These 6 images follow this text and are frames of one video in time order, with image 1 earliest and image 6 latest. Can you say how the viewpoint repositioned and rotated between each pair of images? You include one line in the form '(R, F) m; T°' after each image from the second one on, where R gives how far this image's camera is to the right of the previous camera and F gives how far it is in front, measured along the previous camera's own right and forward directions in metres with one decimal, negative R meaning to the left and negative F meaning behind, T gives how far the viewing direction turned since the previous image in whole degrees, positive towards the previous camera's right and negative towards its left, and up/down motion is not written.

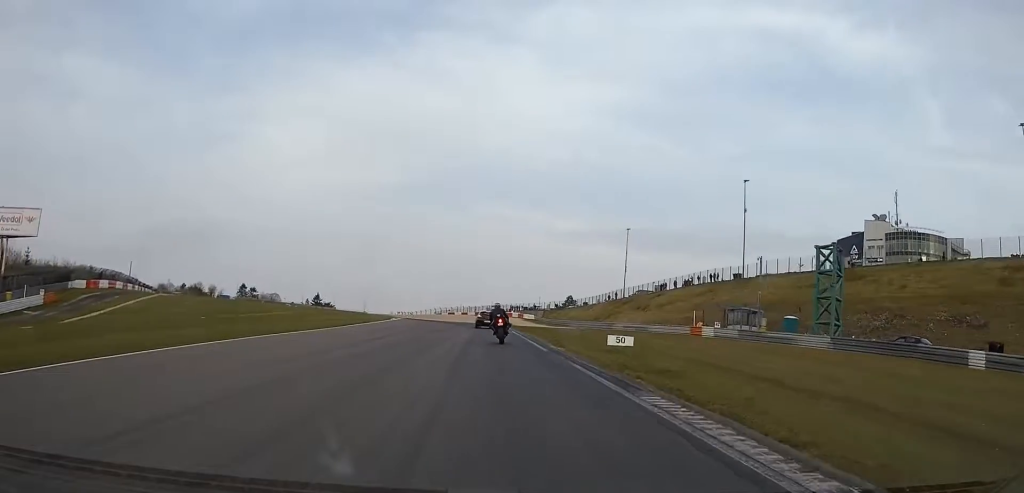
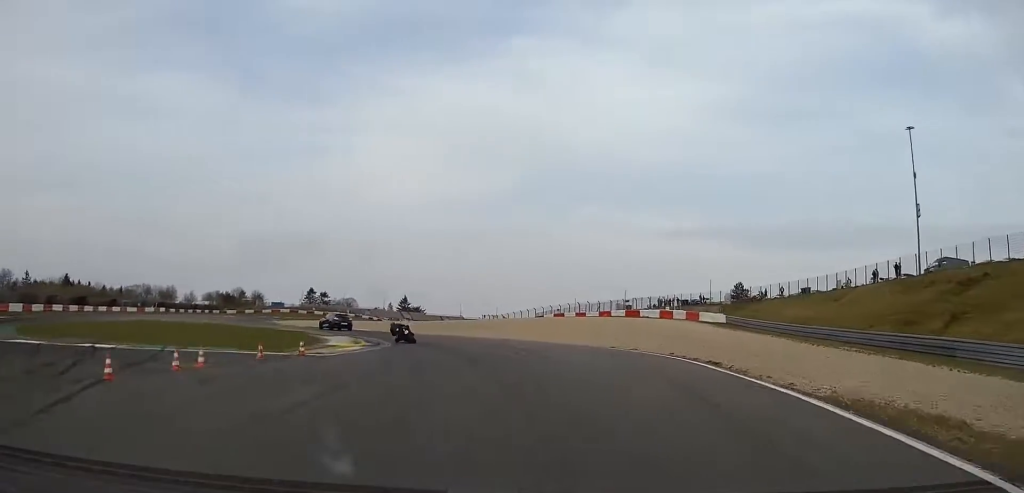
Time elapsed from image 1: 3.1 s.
(-1.9, +83.8) m; -10°
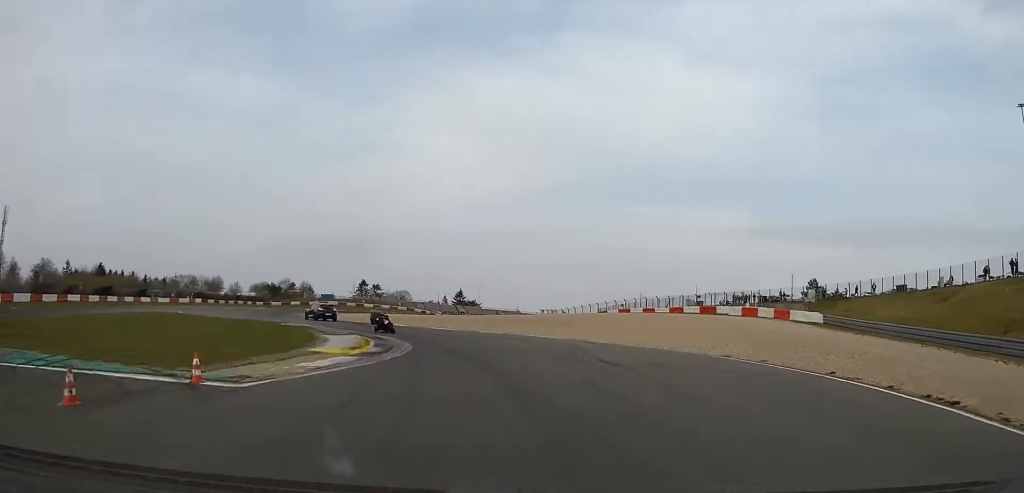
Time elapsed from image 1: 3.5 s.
(-0.9, +10.8) m; -5°
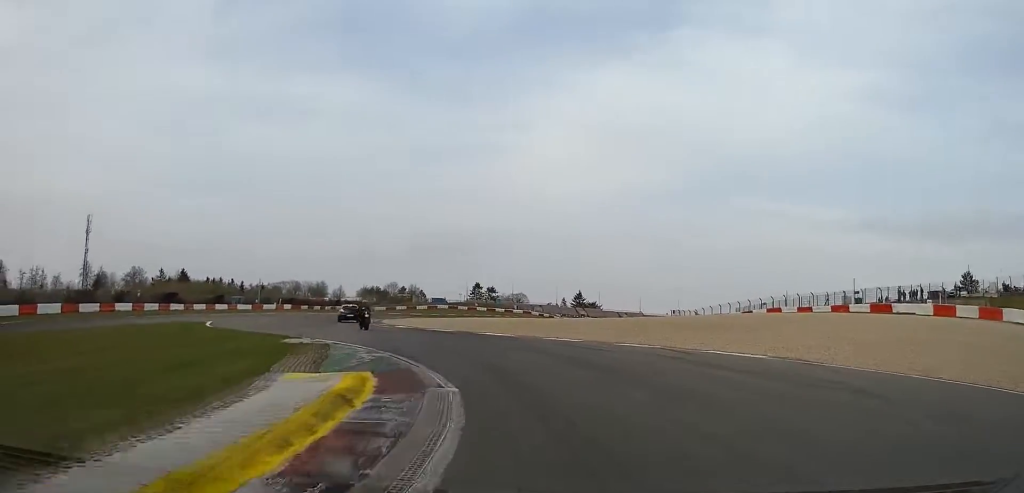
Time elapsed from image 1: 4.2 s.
(-0.8, +16.8) m; -8°
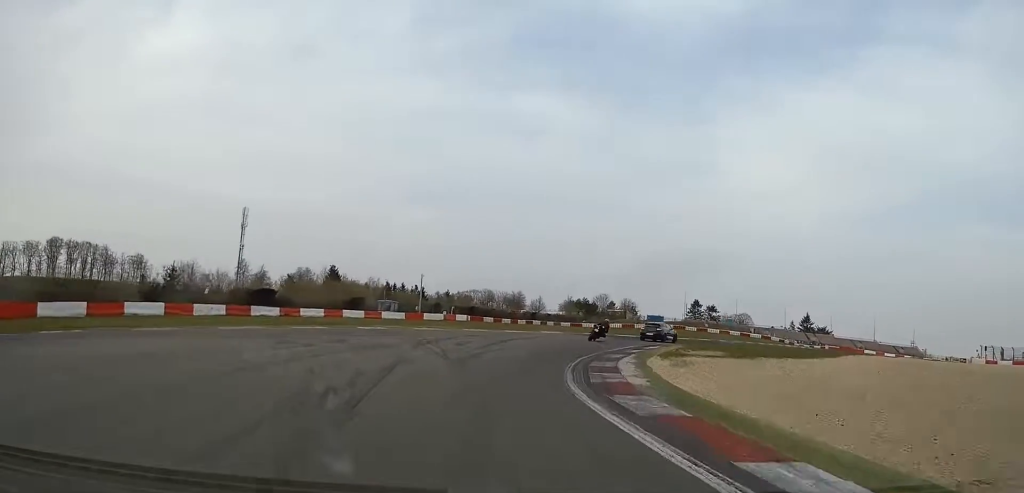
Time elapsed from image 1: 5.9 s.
(-7.8, +41.5) m; -13°
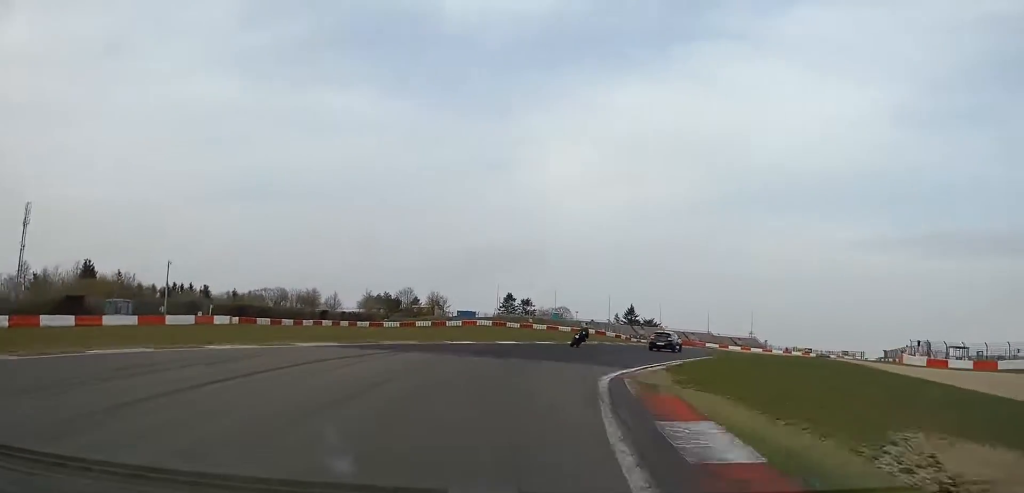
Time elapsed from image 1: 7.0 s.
(+0.7, +27.4) m; +8°
